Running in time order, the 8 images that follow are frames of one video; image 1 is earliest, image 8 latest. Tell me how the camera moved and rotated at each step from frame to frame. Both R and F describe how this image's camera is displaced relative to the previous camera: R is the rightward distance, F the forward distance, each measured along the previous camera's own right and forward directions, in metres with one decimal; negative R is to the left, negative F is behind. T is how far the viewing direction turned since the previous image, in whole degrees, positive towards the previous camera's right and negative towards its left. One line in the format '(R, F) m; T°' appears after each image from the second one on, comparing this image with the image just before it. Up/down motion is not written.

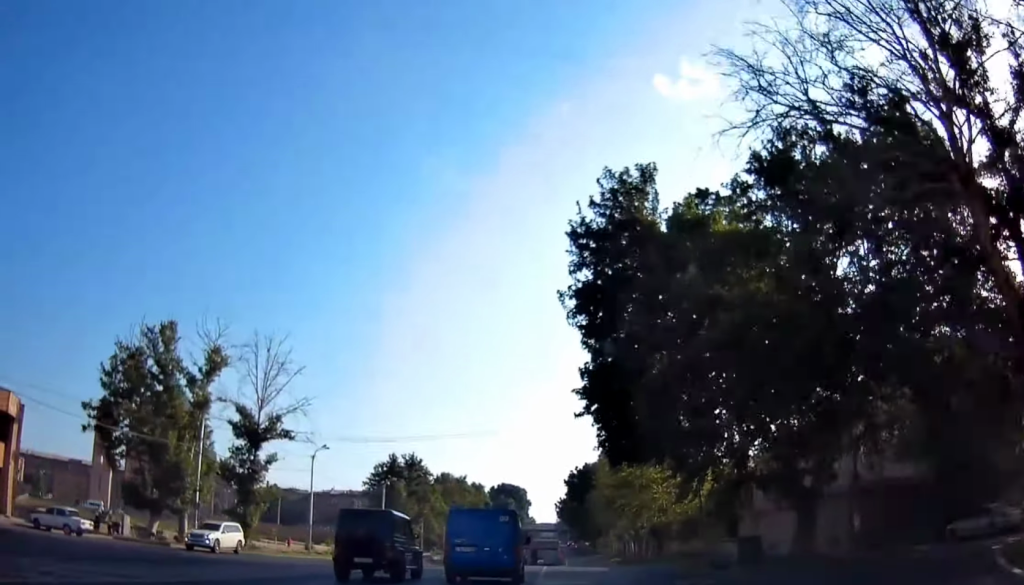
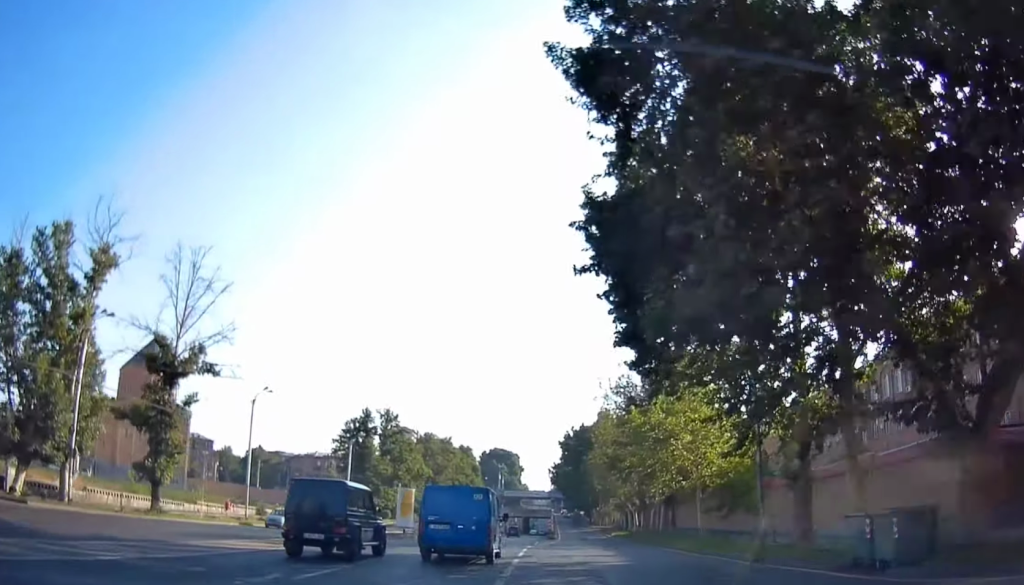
(+0.2, +13.1) m; +1°
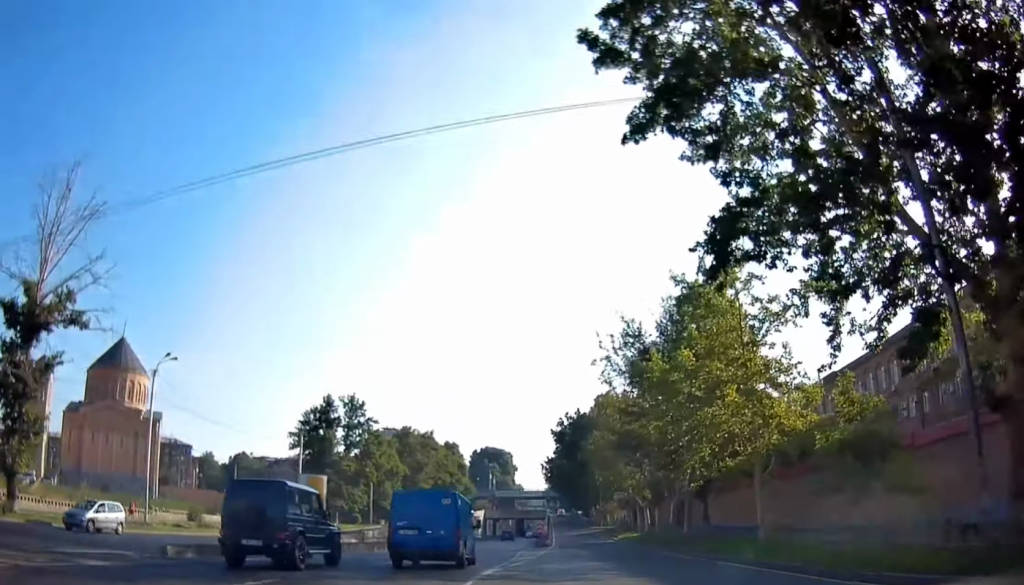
(0.0, +14.4) m; 0°
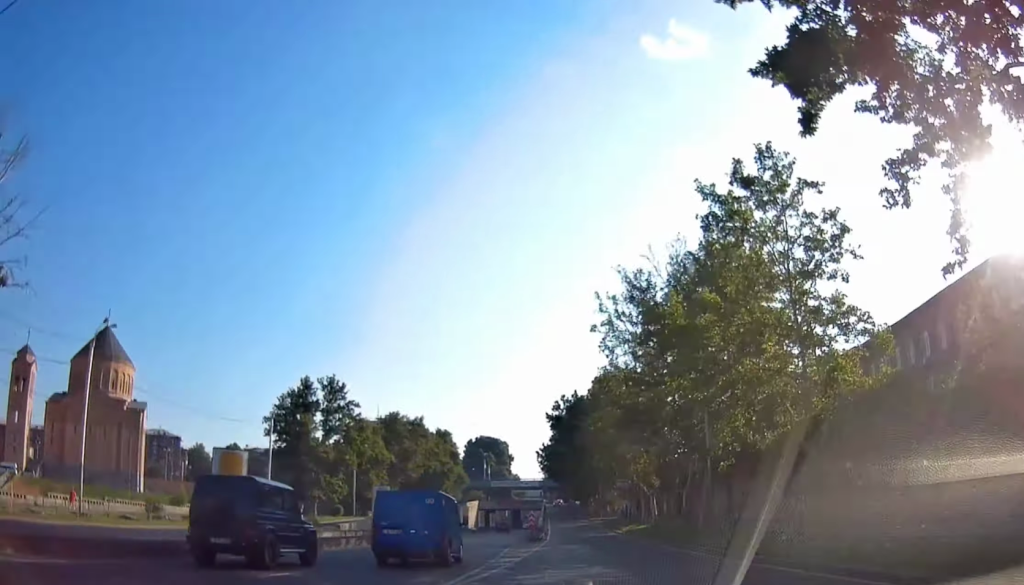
(0.0, +6.8) m; 0°
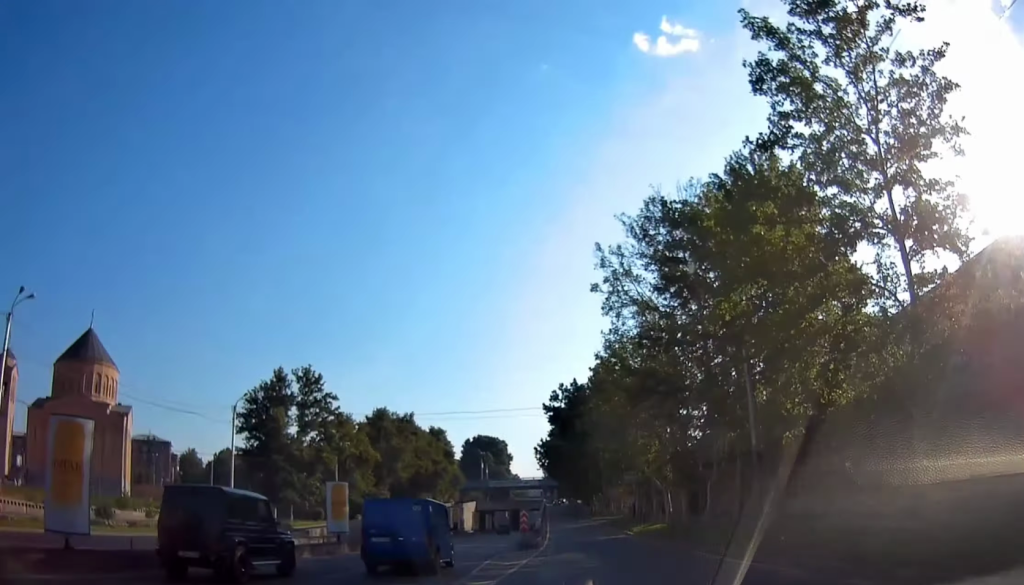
(0.0, +7.6) m; 0°
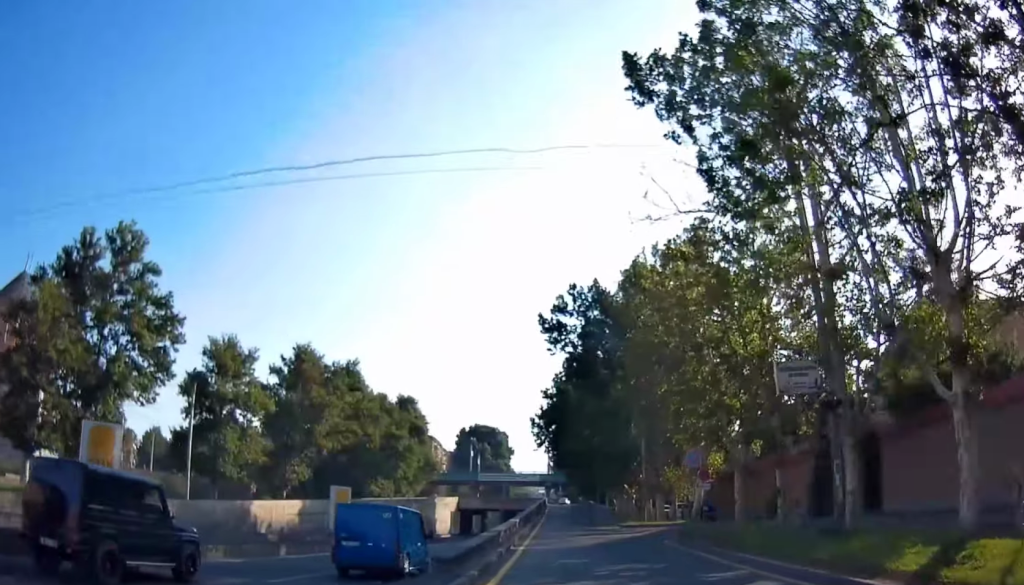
(+0.3, +37.1) m; +2°
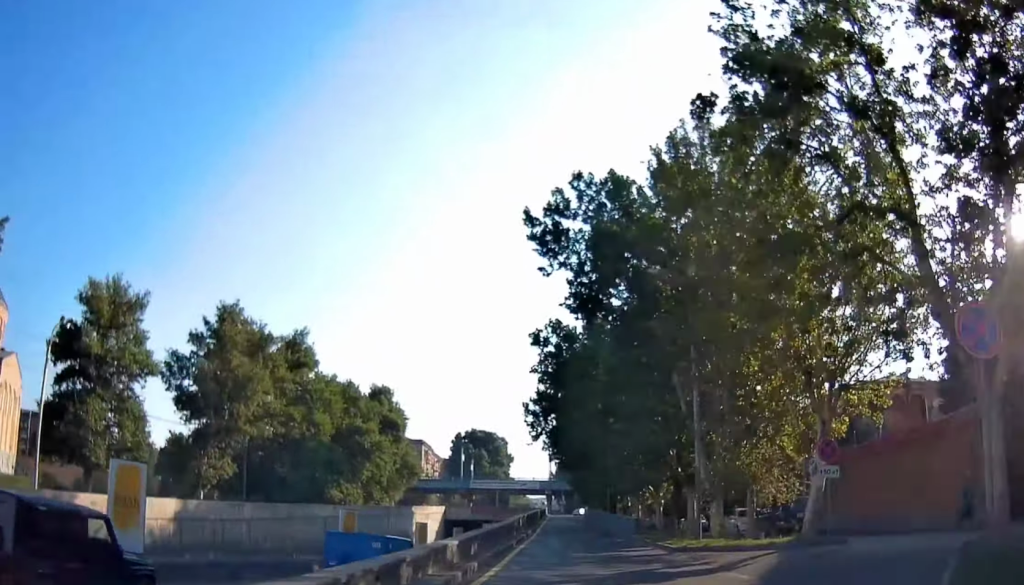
(+0.2, +18.3) m; -2°
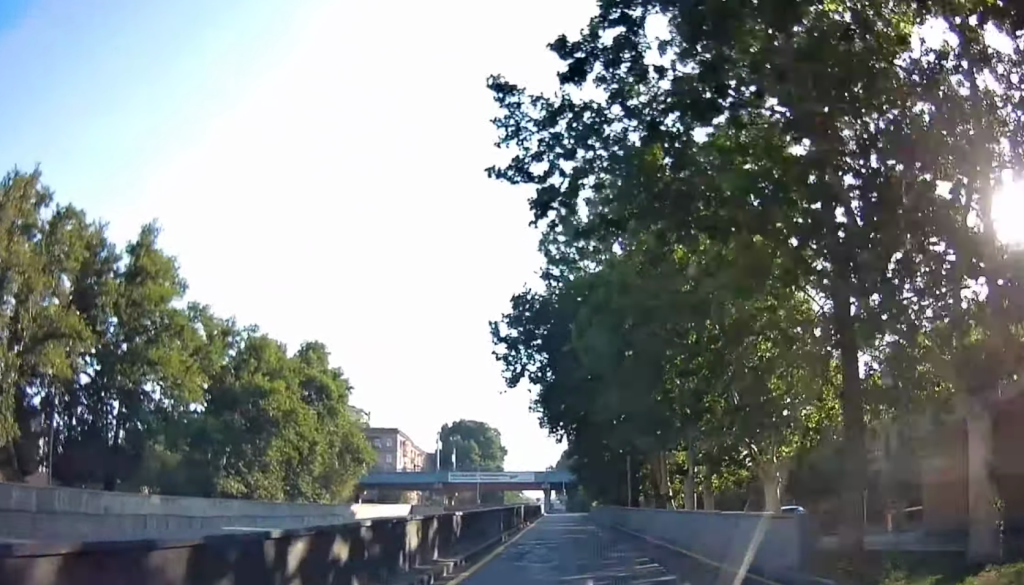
(-1.6, +27.9) m; -2°
